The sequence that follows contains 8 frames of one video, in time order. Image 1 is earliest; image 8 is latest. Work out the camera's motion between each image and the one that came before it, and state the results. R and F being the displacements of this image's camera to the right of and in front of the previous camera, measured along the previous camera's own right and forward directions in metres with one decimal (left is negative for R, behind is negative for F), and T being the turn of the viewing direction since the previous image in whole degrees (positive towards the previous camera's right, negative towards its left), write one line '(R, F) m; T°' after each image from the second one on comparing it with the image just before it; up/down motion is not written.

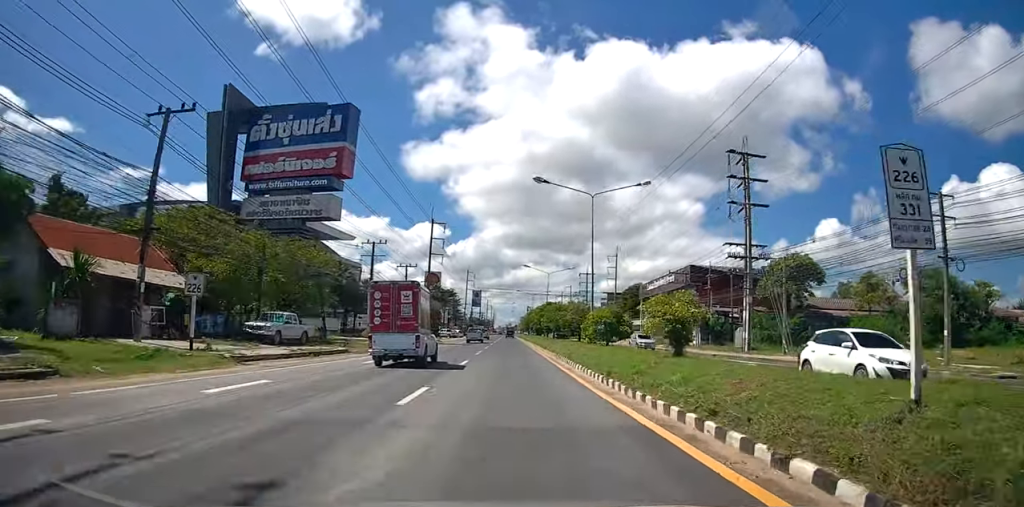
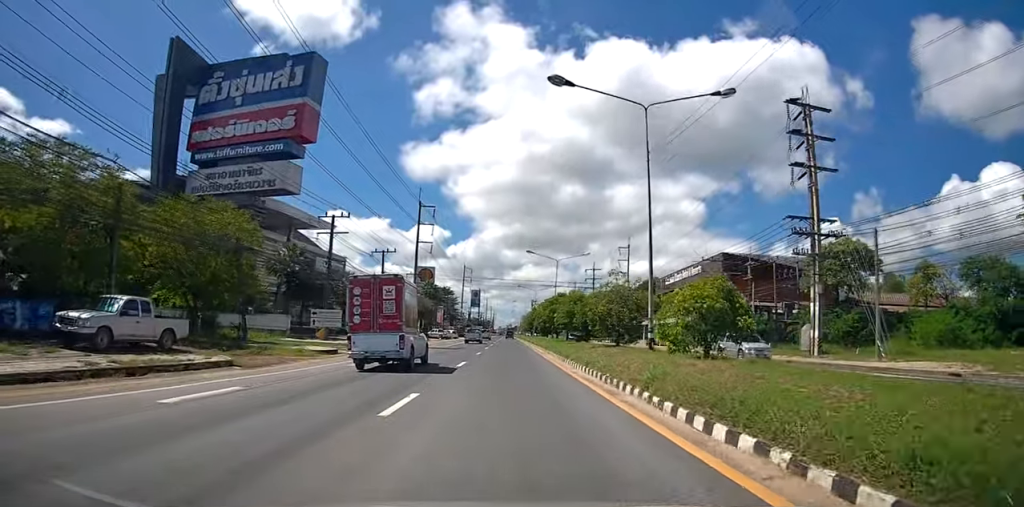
(0.0, +13.3) m; 0°
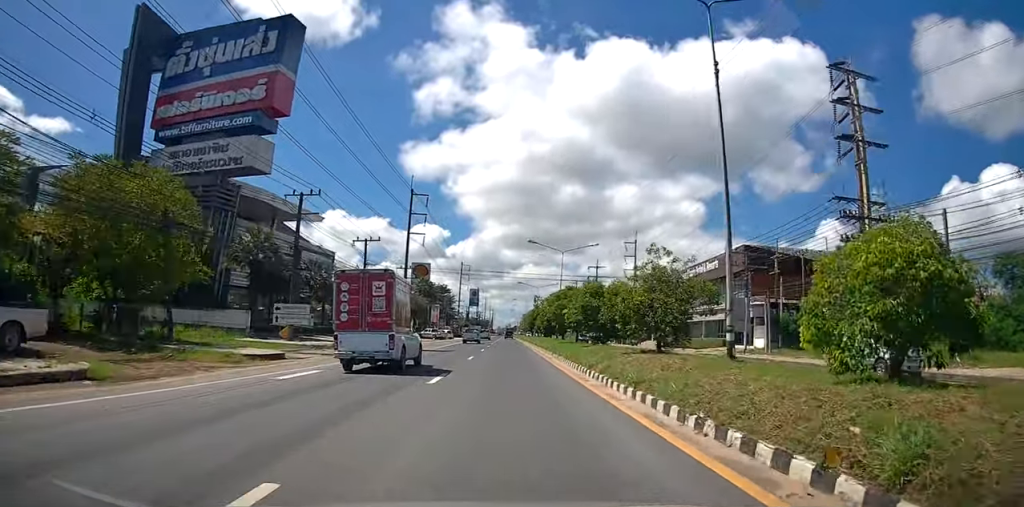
(0.0, +6.7) m; 0°
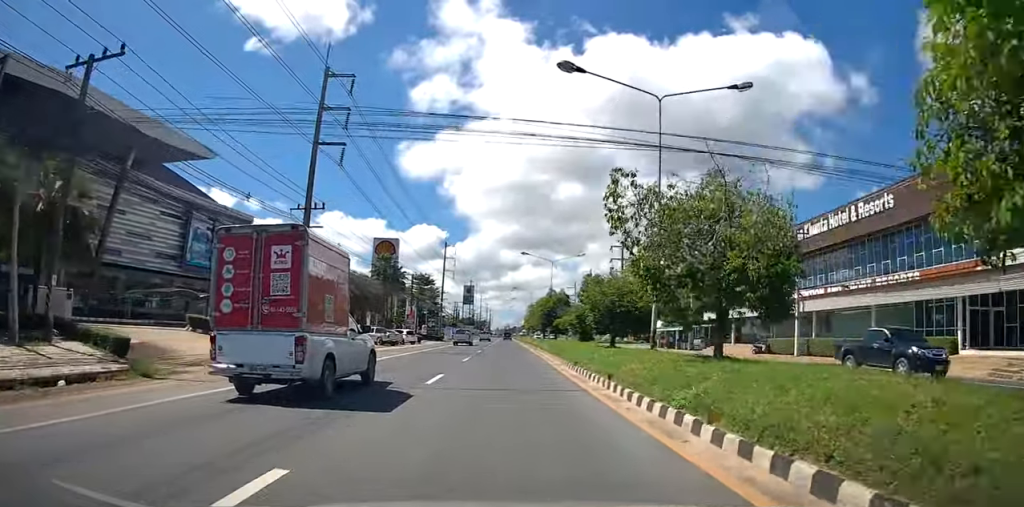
(+0.2, +35.5) m; 0°
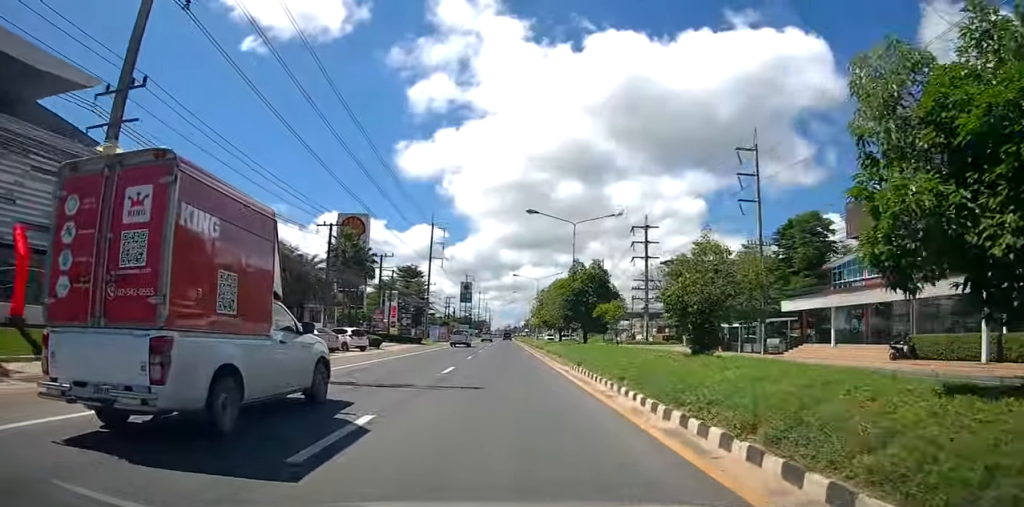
(0.0, +20.0) m; 0°
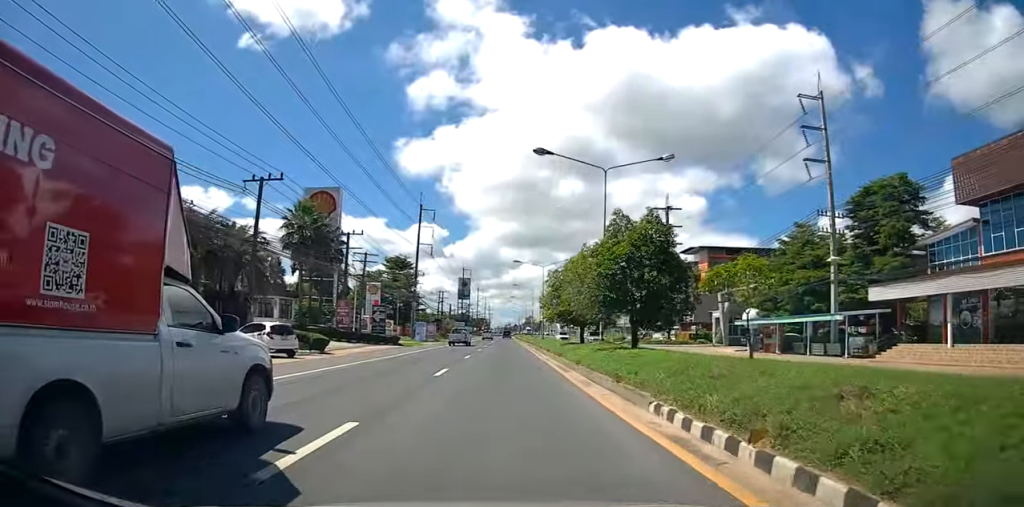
(0.0, +12.8) m; 0°
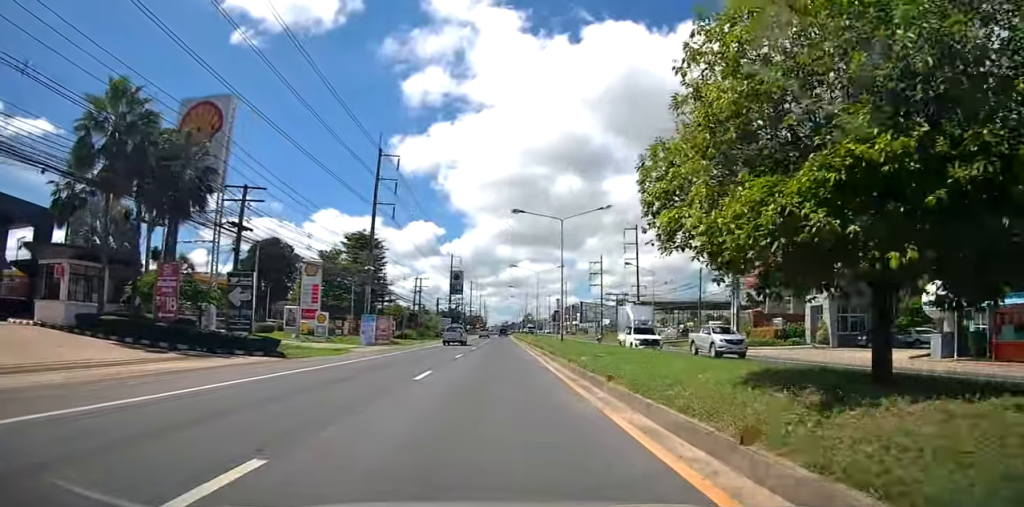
(+0.2, +23.5) m; +1°
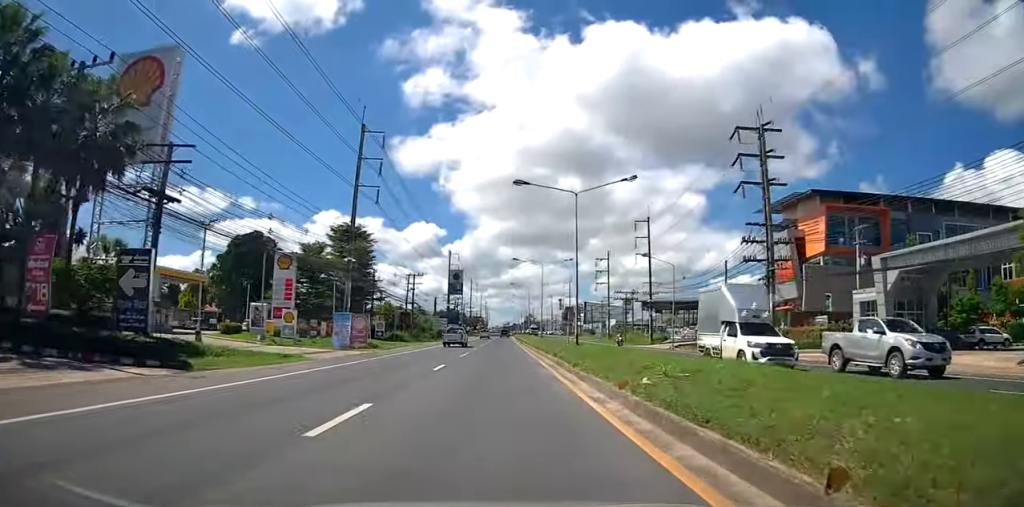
(0.0, +7.0) m; 0°
